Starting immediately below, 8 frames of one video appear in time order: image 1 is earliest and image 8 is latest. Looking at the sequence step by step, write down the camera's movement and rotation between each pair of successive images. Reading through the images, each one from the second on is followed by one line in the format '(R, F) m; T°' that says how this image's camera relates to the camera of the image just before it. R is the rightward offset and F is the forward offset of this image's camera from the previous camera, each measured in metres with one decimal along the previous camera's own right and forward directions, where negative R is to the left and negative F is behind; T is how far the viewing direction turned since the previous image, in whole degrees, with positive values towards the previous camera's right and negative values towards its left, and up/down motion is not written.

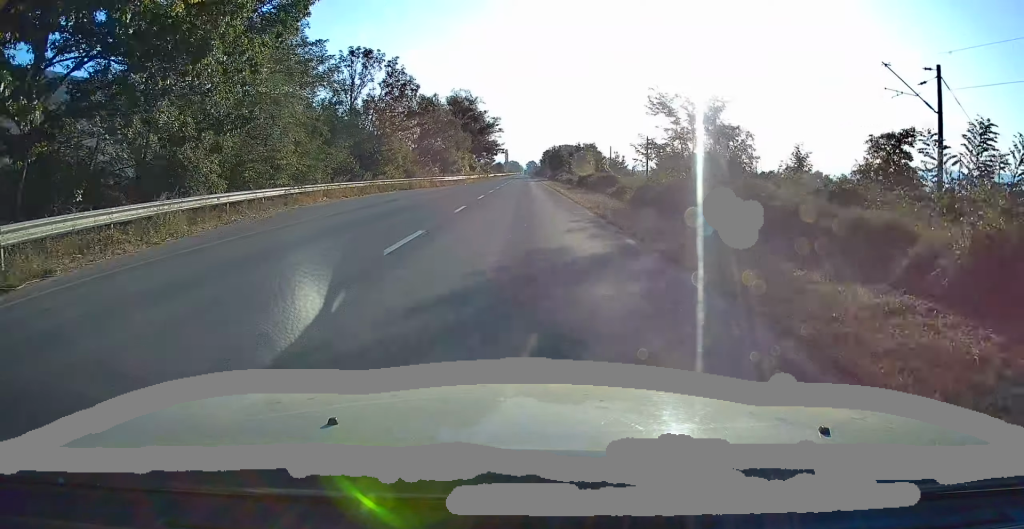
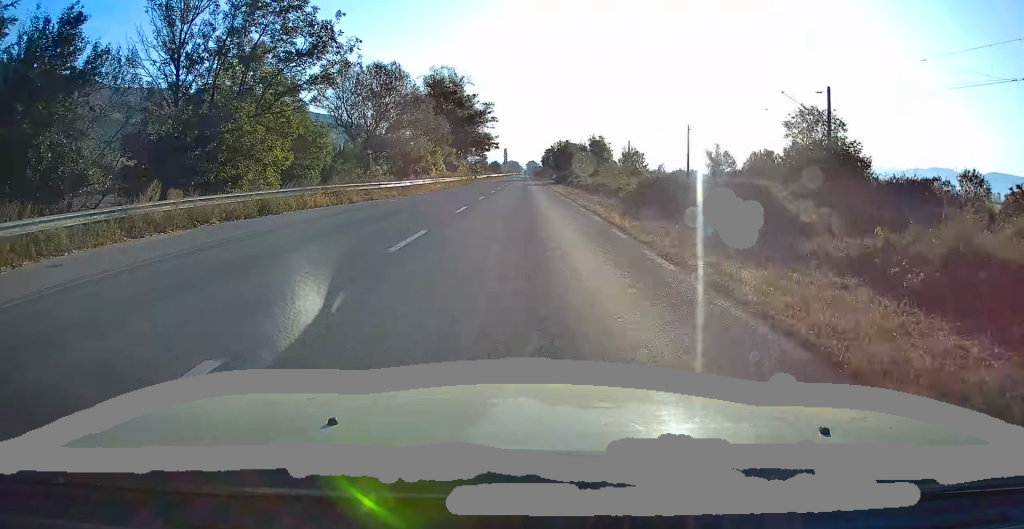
(0.0, +26.6) m; 0°
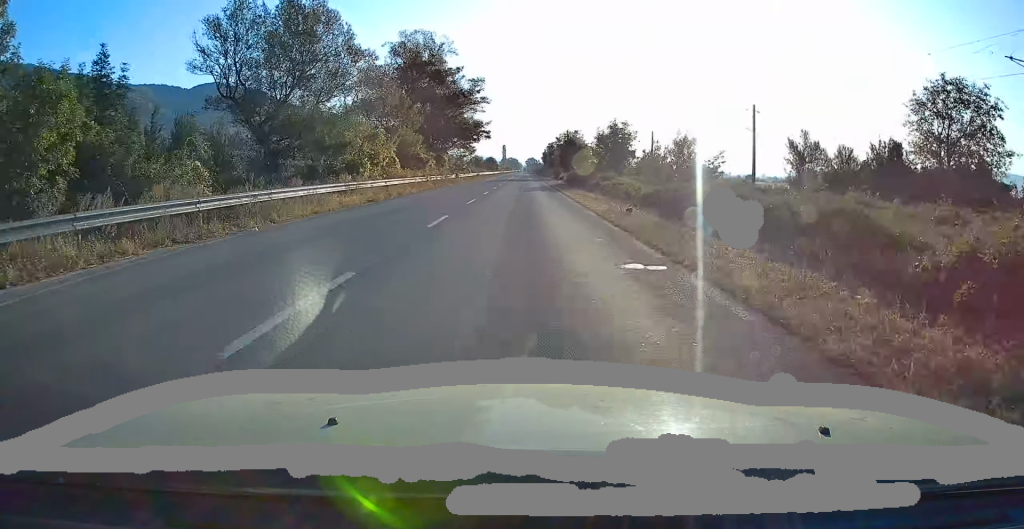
(0.0, +23.3) m; 0°
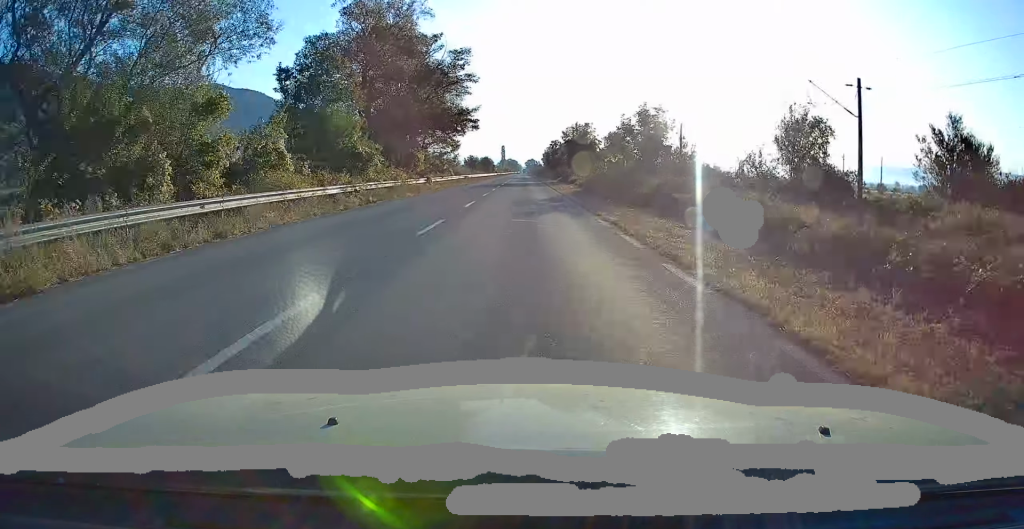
(0.0, +19.0) m; 0°
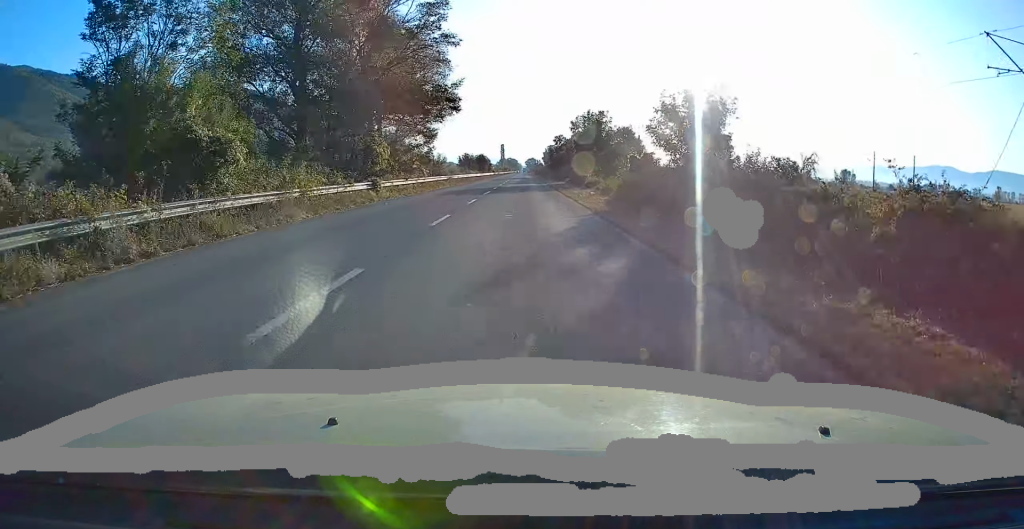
(0.0, +16.4) m; 0°
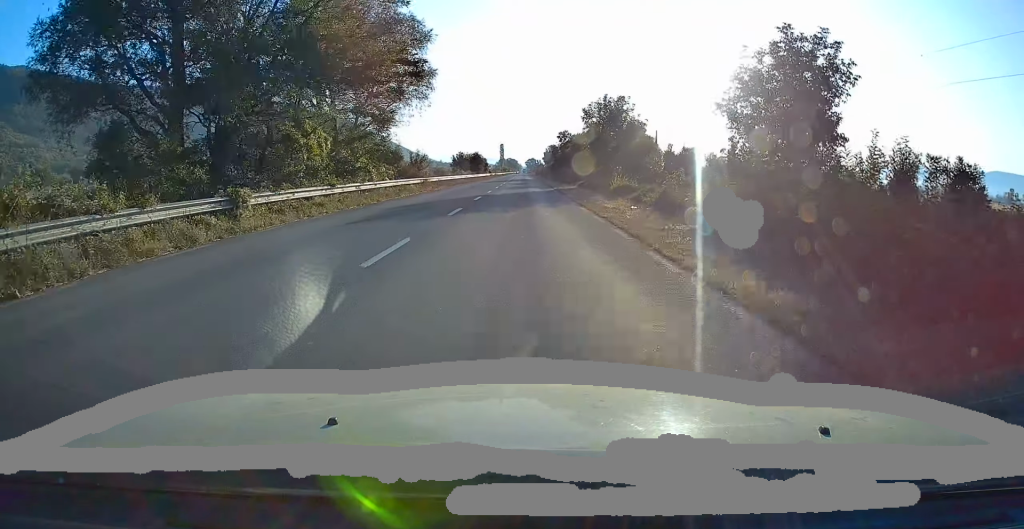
(0.0, +14.7) m; 0°
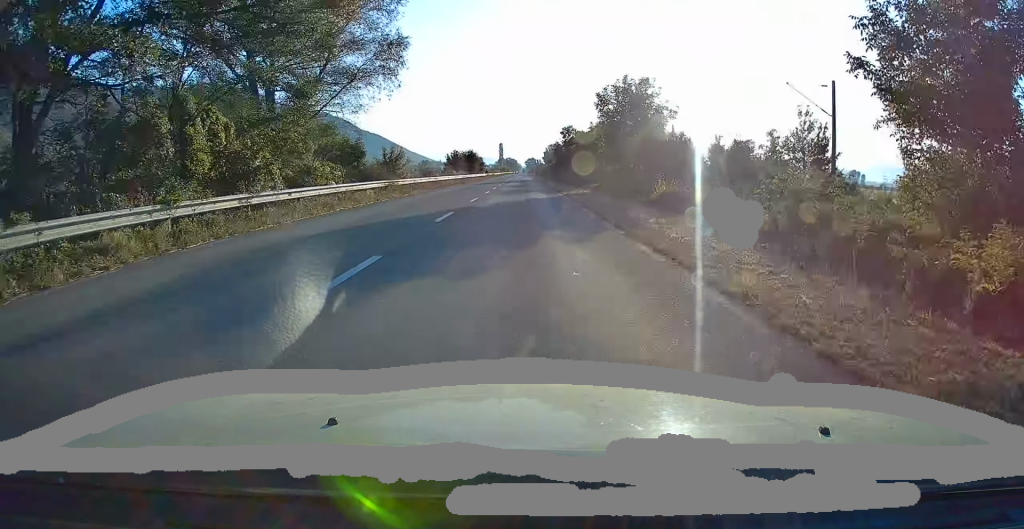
(0.0, +11.2) m; 0°
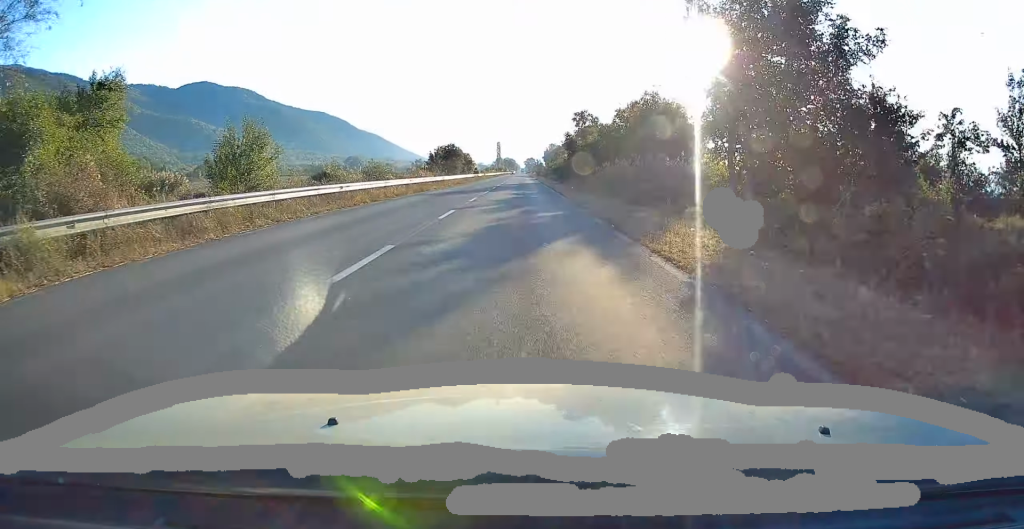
(+0.1, +25.9) m; 0°
